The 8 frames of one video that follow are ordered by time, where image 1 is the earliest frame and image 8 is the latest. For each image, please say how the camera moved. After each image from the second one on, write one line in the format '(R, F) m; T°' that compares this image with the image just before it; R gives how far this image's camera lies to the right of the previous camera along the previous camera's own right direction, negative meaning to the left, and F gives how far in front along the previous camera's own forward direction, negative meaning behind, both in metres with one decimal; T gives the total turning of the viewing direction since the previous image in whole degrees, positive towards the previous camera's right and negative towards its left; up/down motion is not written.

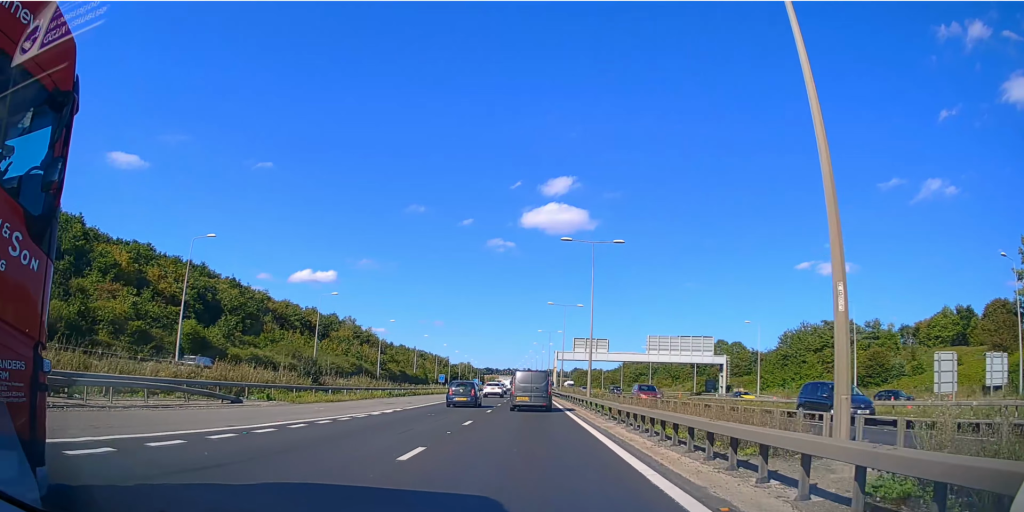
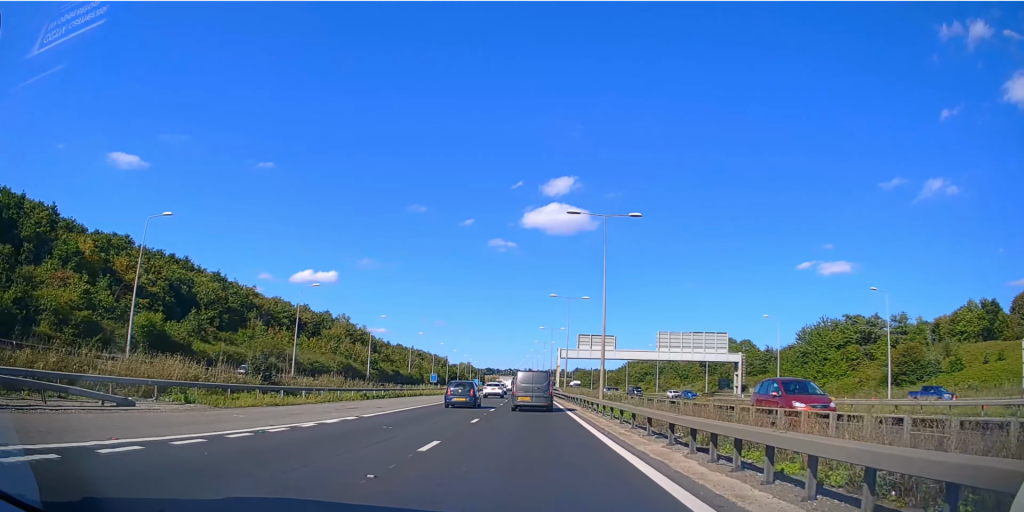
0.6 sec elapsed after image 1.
(0.0, +7.4) m; -1°
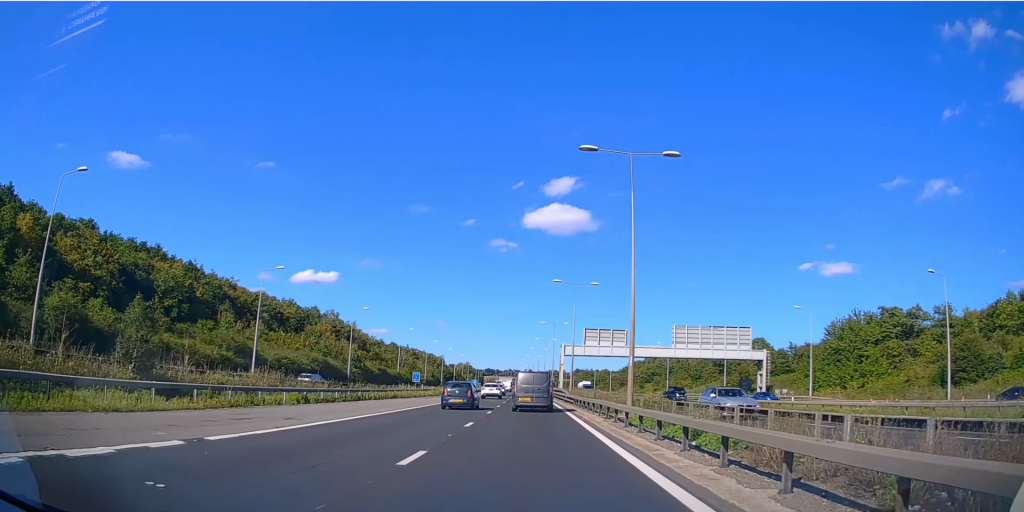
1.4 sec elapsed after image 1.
(-0.1, +11.0) m; +1°
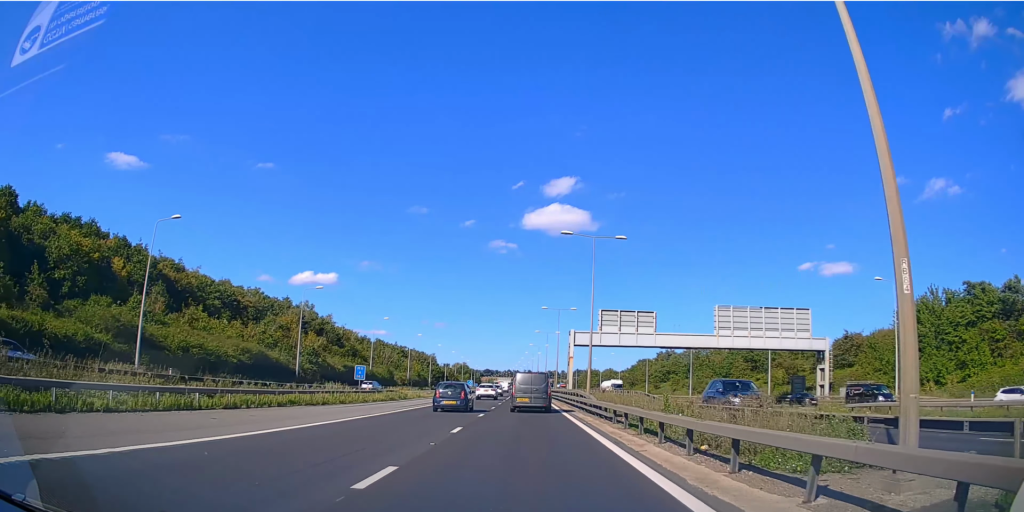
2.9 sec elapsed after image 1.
(+0.4, +19.8) m; +1°
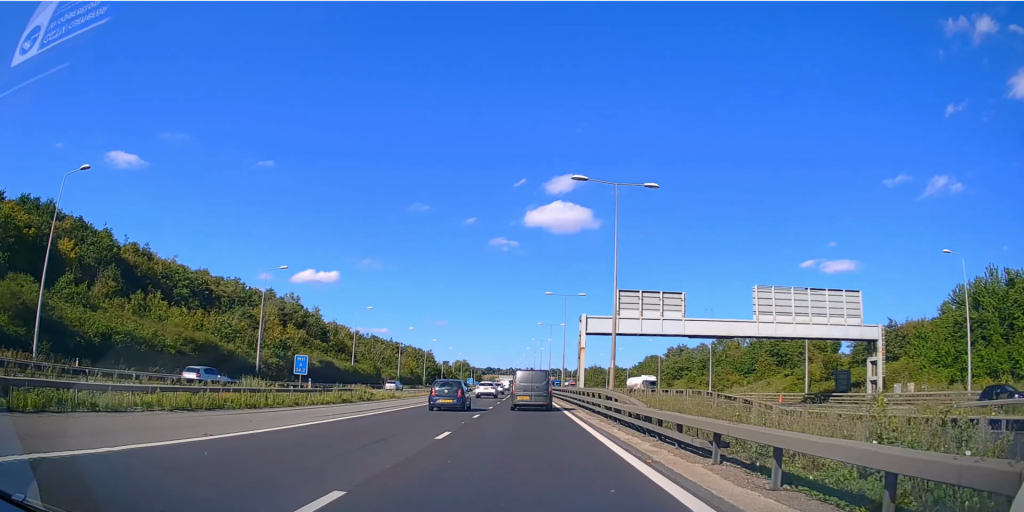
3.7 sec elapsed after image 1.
(-0.2, +10.8) m; -1°
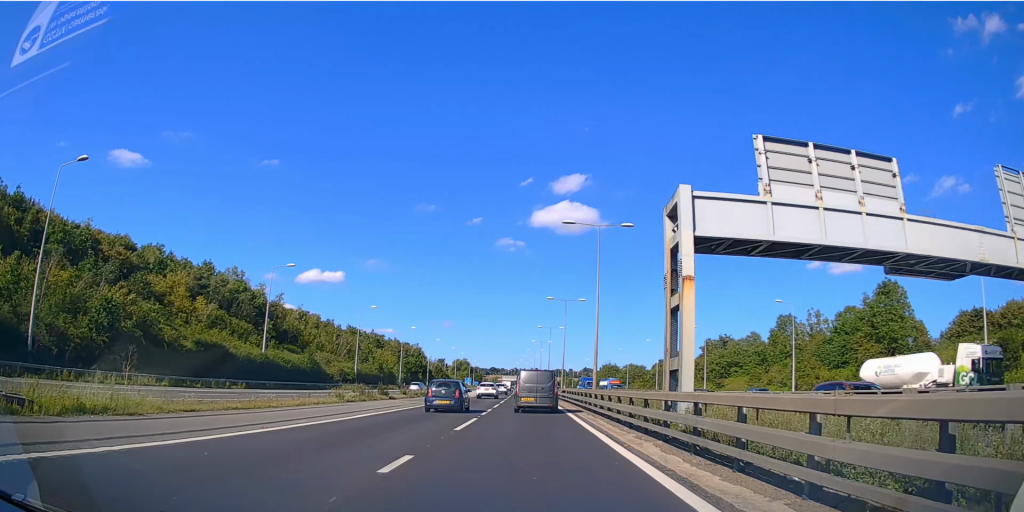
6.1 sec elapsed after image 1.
(0.0, +32.6) m; 0°
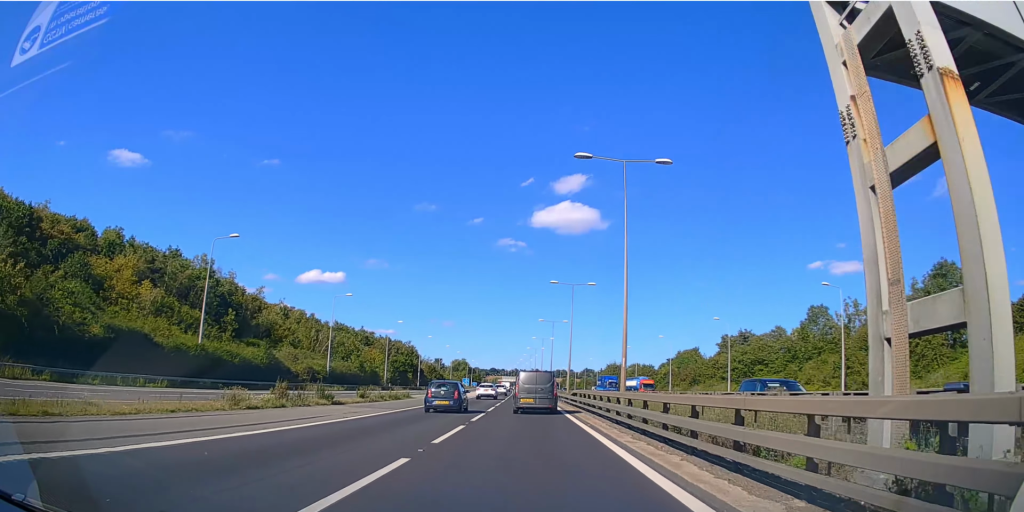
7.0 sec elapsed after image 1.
(-0.1, +11.9) m; 0°
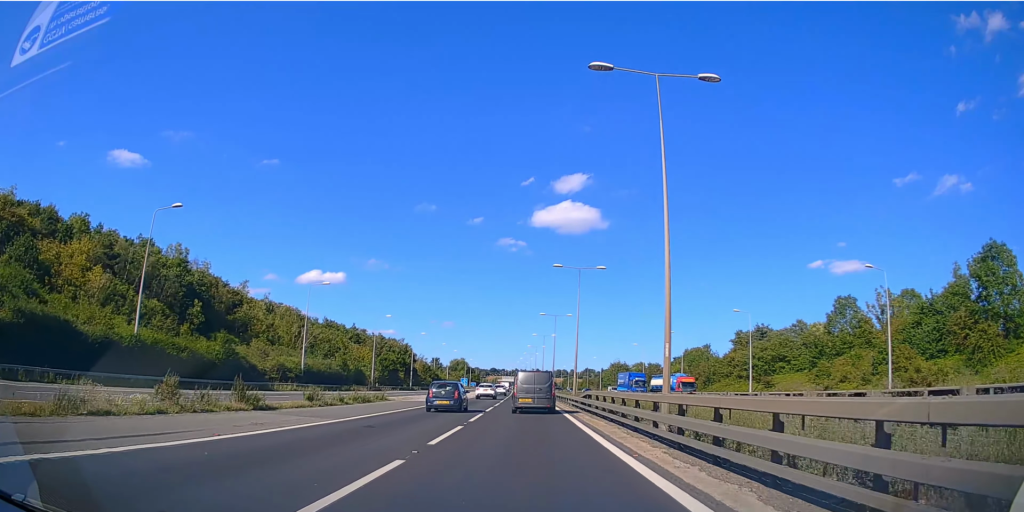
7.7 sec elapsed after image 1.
(0.0, +8.8) m; +1°
